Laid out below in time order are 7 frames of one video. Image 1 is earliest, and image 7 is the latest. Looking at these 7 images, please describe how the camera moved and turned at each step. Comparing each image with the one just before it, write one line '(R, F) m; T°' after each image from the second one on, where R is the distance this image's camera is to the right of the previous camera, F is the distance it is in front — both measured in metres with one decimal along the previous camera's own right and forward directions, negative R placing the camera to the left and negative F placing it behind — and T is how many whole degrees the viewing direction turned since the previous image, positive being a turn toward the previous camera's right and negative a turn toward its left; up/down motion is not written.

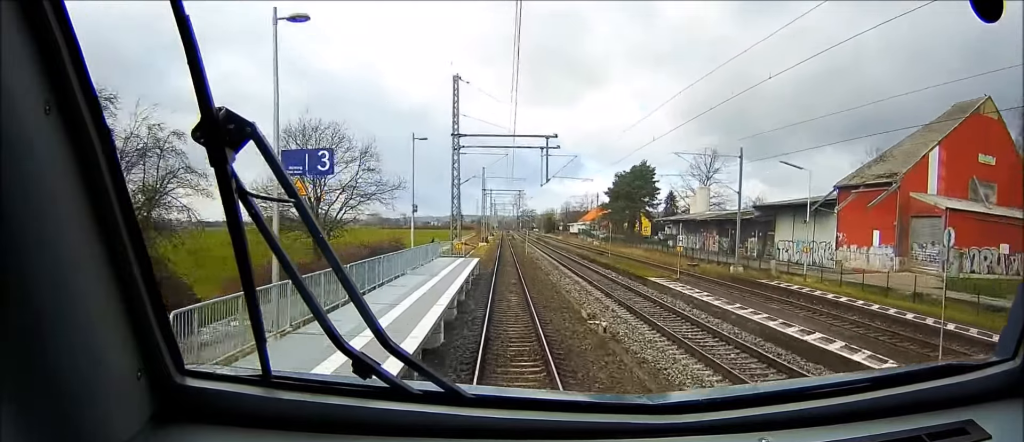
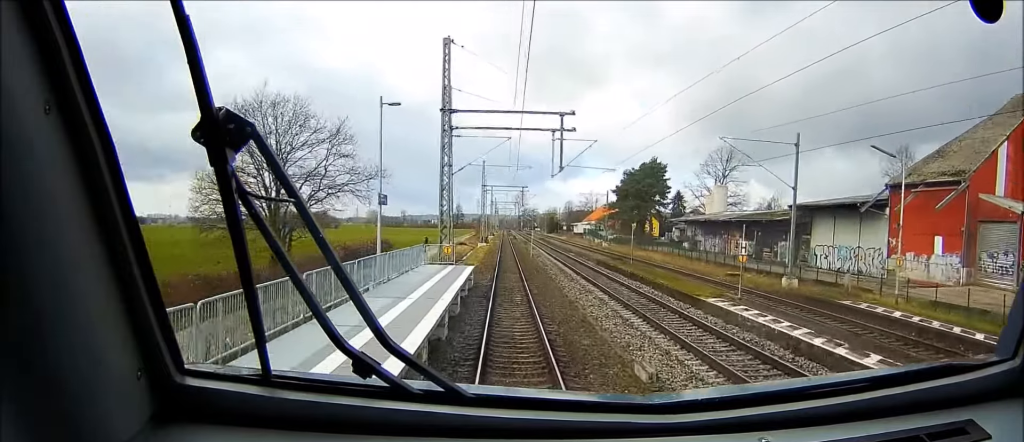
(0.0, +9.6) m; 0°
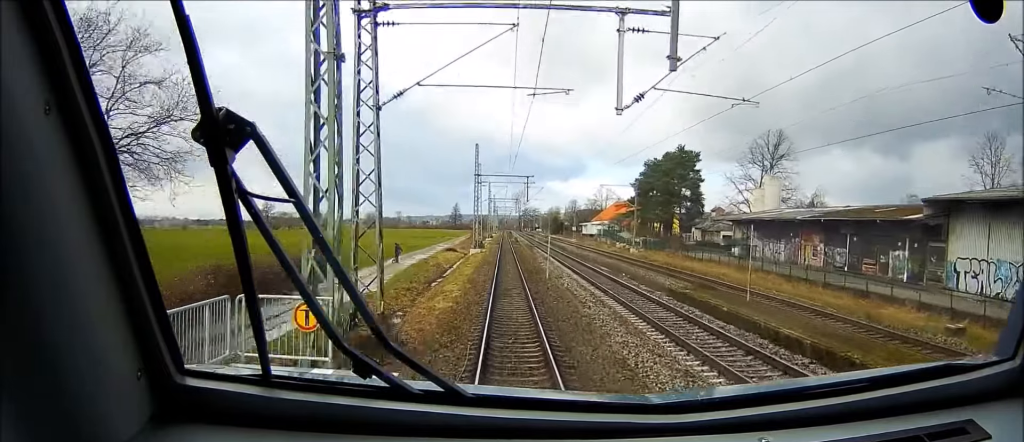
(-0.2, +24.4) m; 0°
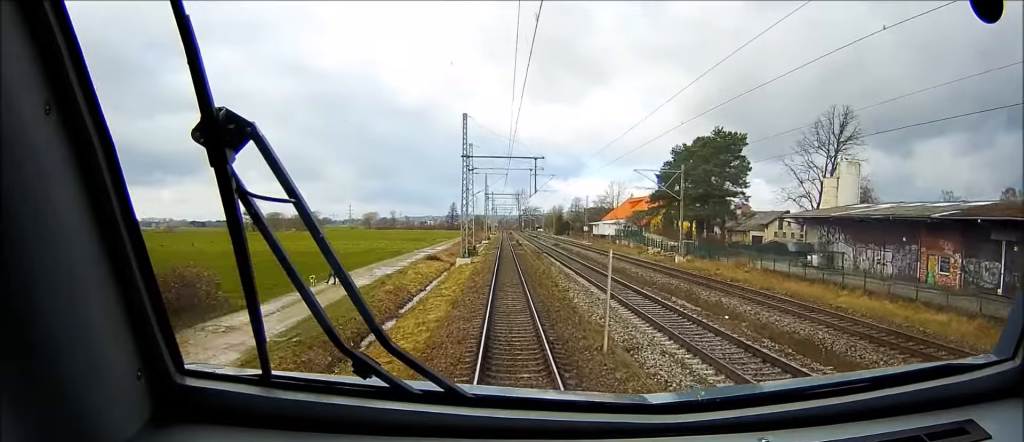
(+0.2, +22.6) m; +1°
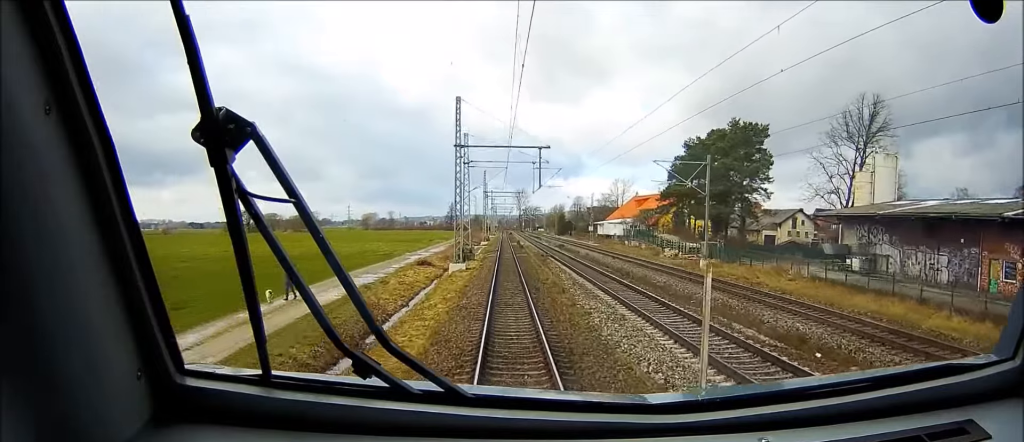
(0.0, +8.5) m; 0°
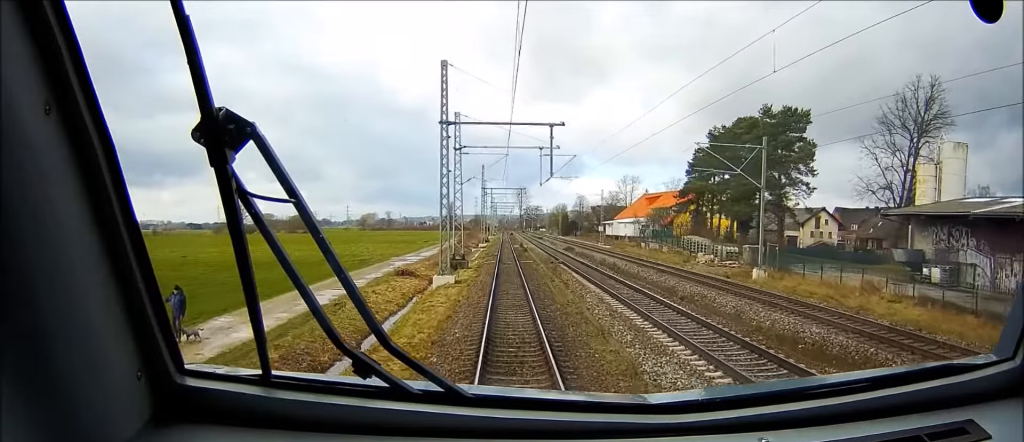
(0.0, +11.9) m; -1°
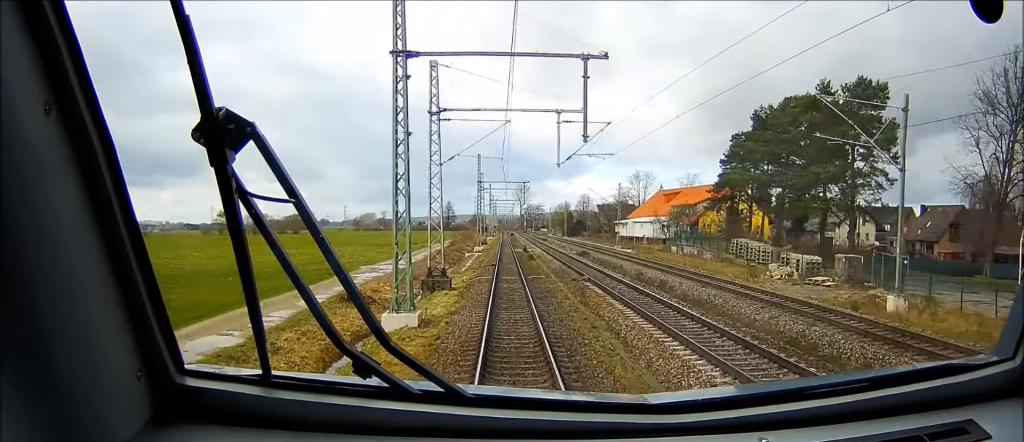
(-0.3, +17.0) m; 0°
